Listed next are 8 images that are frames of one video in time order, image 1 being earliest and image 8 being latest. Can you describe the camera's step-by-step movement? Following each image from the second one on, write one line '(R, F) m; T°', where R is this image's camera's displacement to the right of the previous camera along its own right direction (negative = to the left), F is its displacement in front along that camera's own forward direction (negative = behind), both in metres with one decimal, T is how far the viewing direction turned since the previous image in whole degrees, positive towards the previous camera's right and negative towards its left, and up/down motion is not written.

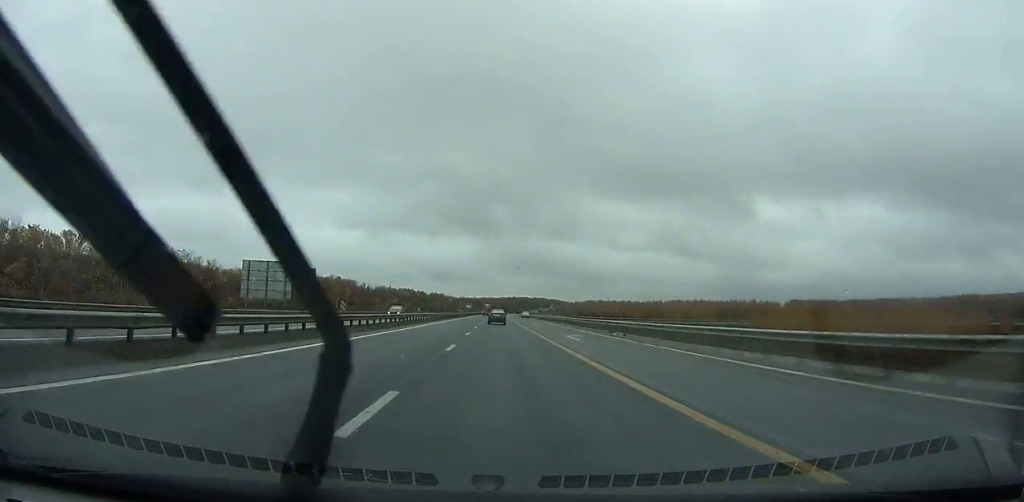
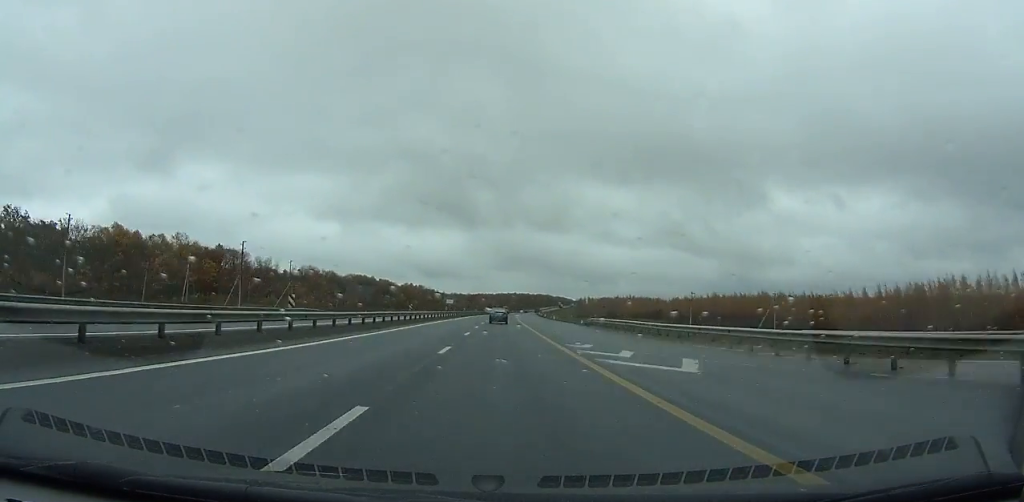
(+0.2, +151.7) m; 0°
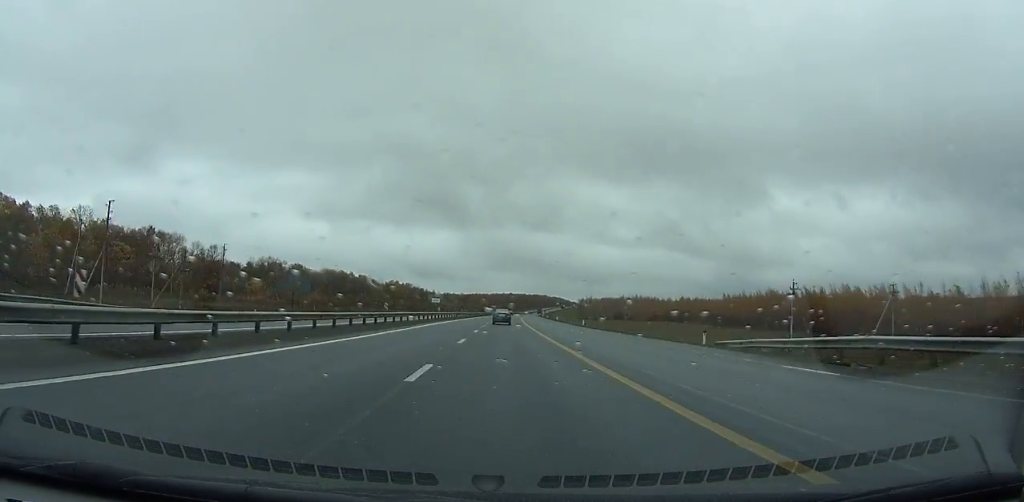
(-0.1, +41.6) m; 0°
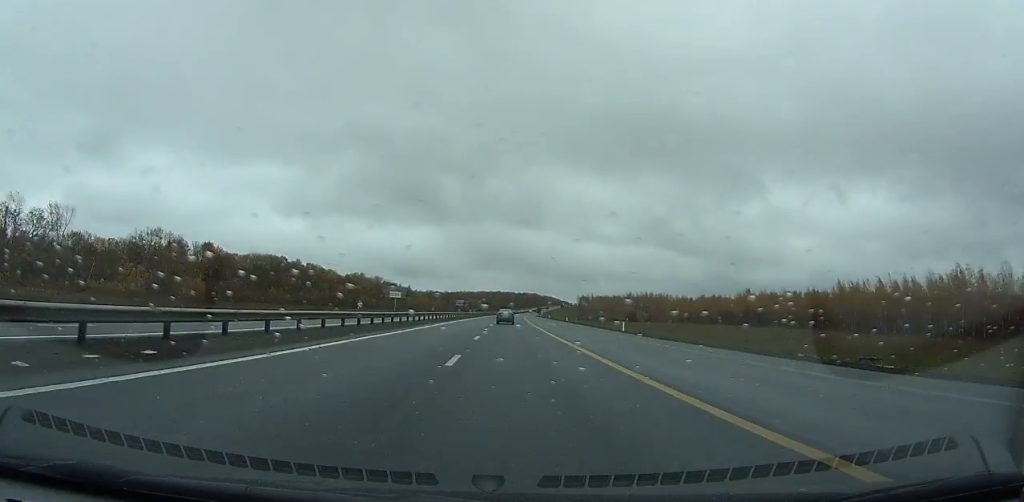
(+0.5, +67.6) m; +1°
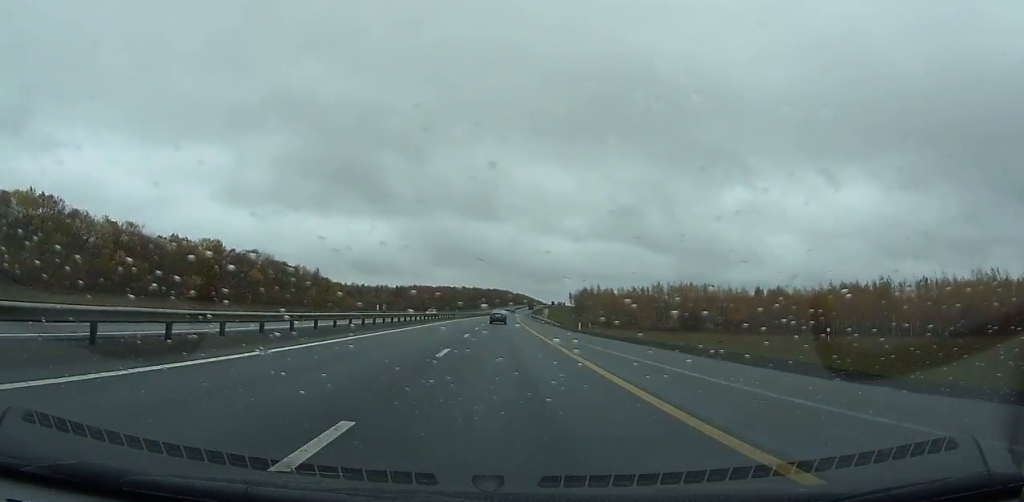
(+3.8, +142.6) m; +3°
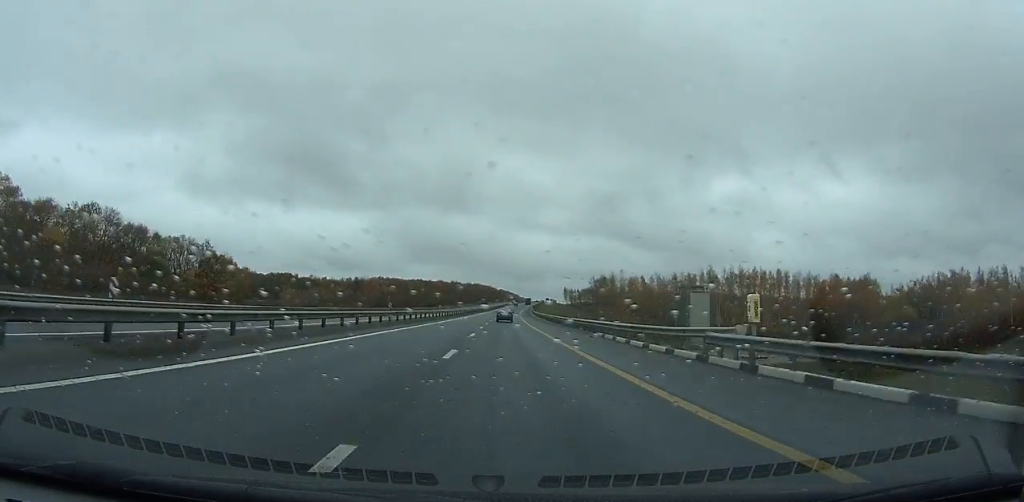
(+1.0, +84.7) m; +1°
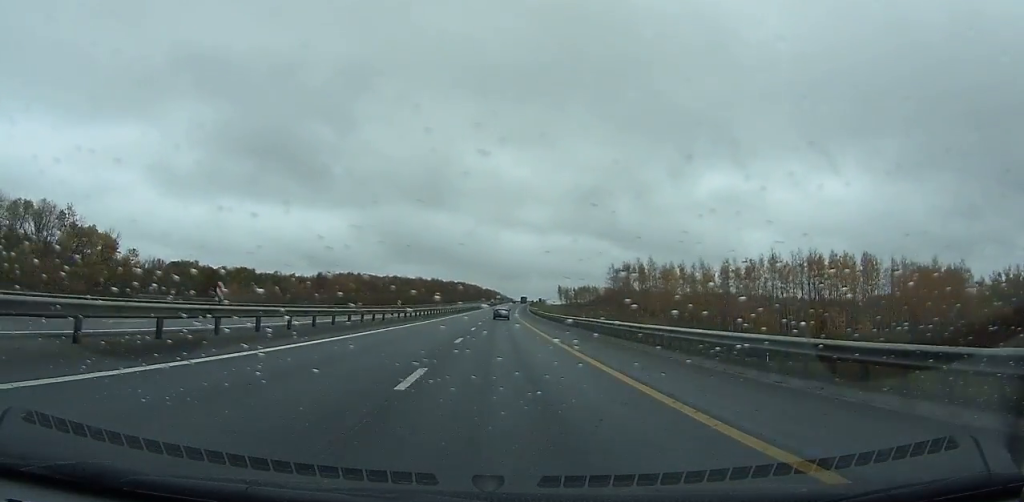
(+0.7, +52.2) m; +1°
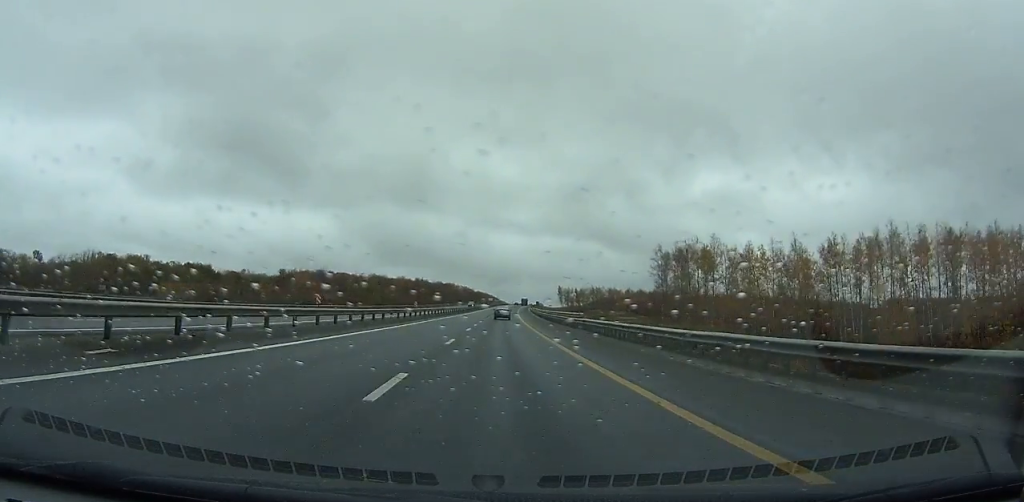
(+0.1, +48.9) m; +1°
